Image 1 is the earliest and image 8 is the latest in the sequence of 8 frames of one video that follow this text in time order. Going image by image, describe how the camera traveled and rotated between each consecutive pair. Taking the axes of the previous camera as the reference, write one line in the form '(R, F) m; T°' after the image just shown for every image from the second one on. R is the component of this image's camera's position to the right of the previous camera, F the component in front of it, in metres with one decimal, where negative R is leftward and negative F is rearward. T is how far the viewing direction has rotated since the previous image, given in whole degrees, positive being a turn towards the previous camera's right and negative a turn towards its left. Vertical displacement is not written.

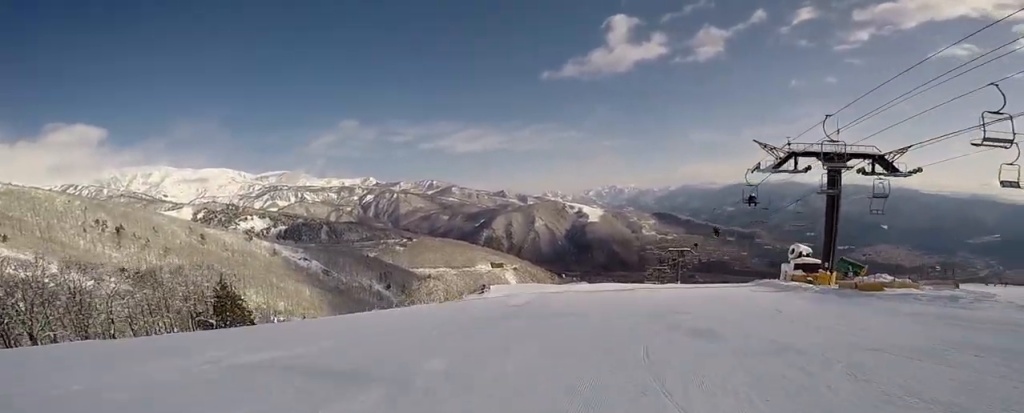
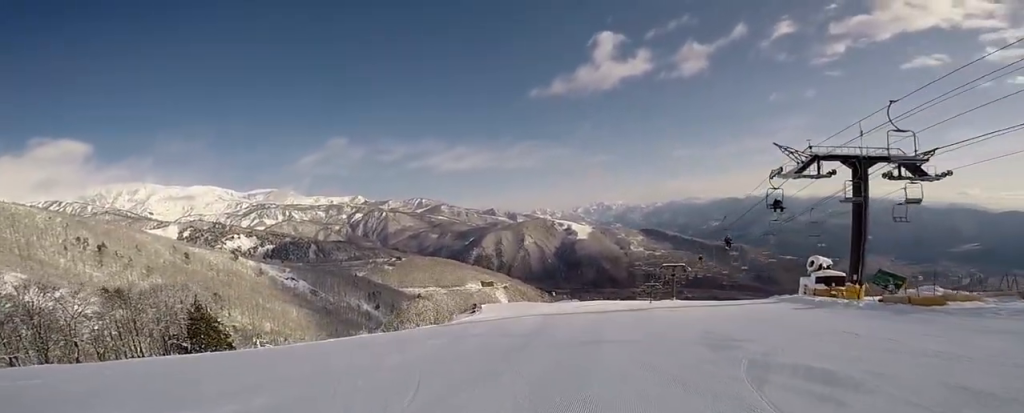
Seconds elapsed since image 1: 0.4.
(-0.1, +2.9) m; +10°
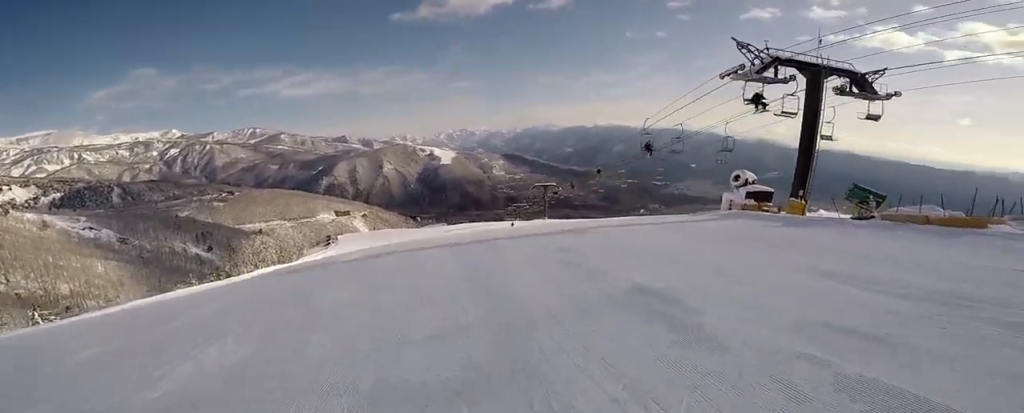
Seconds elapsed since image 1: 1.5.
(+1.7, +6.7) m; +21°
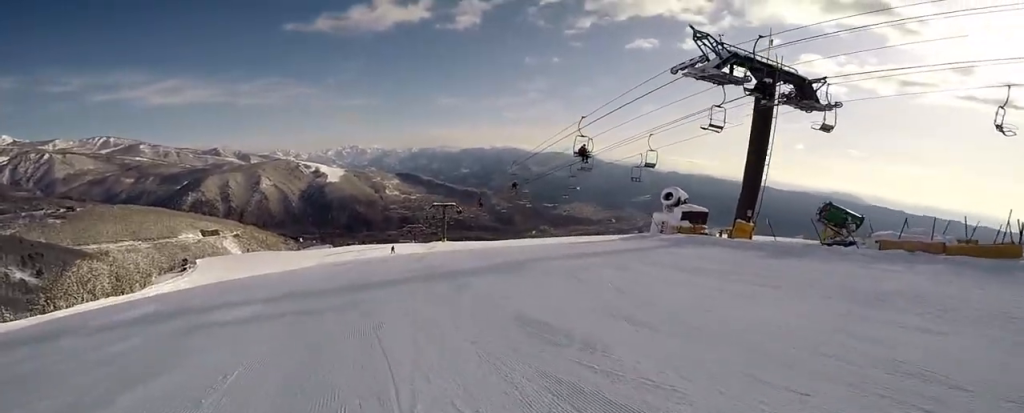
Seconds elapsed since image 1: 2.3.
(+0.6, +5.5) m; 0°
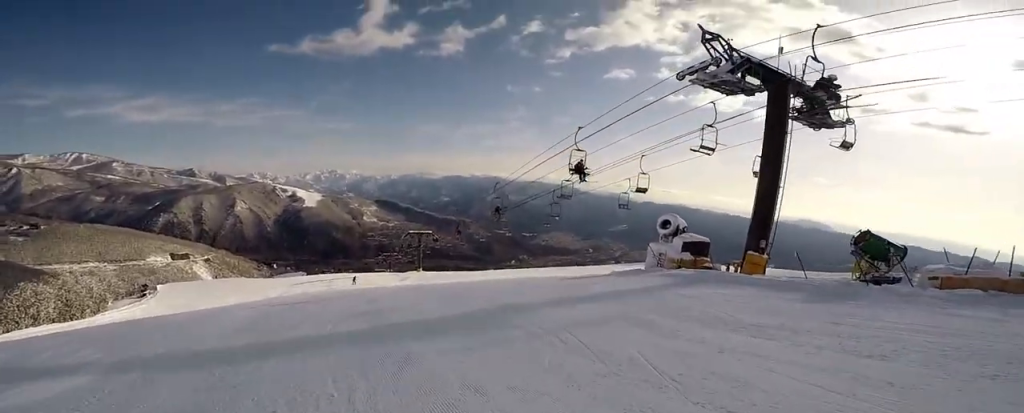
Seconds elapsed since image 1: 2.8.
(+0.1, +3.2) m; -7°
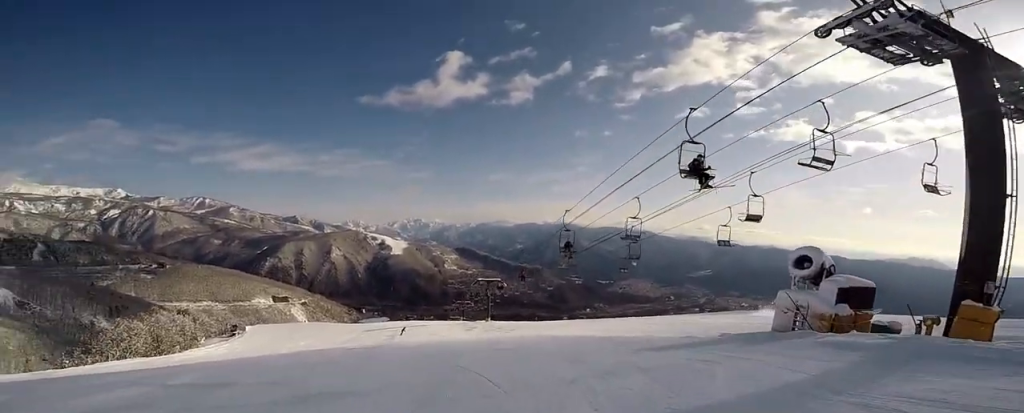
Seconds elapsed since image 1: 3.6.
(-0.9, +6.2) m; -9°
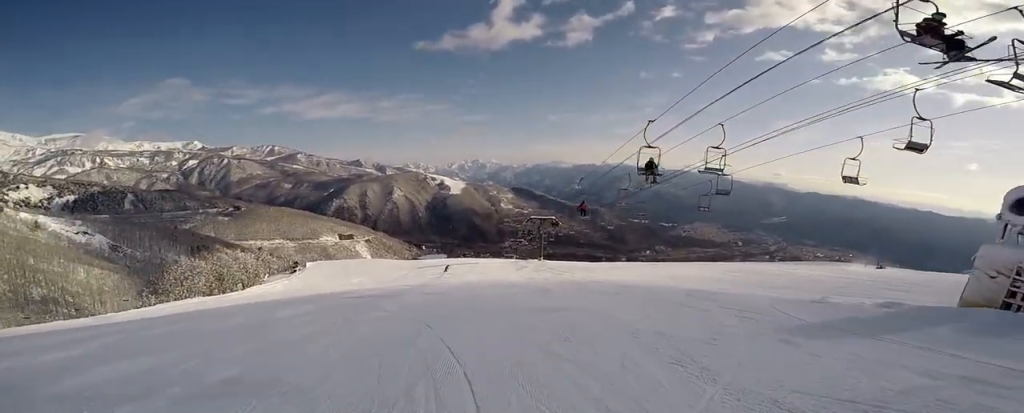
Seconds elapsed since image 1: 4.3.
(-0.2, +5.0) m; -5°
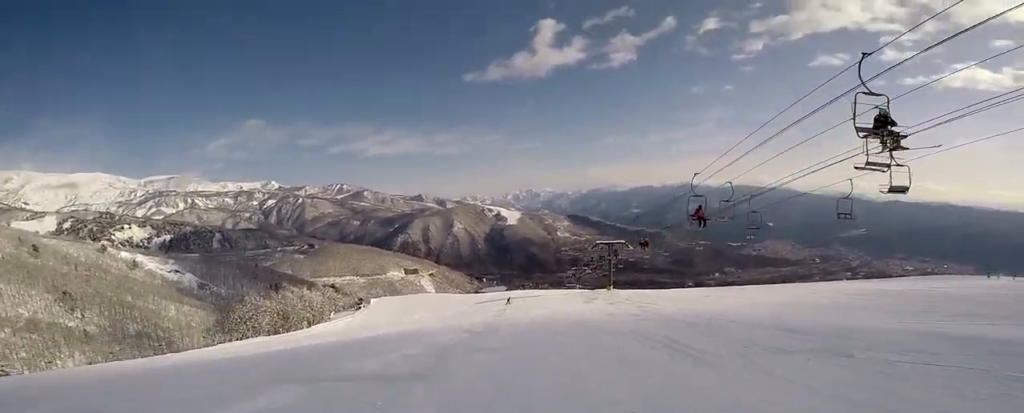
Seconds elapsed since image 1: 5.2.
(-0.2, +7.1) m; -2°
